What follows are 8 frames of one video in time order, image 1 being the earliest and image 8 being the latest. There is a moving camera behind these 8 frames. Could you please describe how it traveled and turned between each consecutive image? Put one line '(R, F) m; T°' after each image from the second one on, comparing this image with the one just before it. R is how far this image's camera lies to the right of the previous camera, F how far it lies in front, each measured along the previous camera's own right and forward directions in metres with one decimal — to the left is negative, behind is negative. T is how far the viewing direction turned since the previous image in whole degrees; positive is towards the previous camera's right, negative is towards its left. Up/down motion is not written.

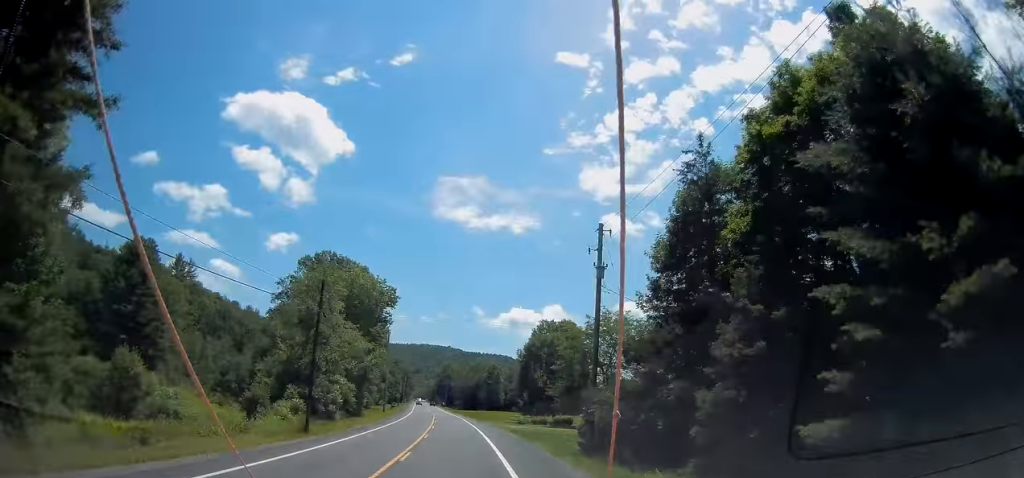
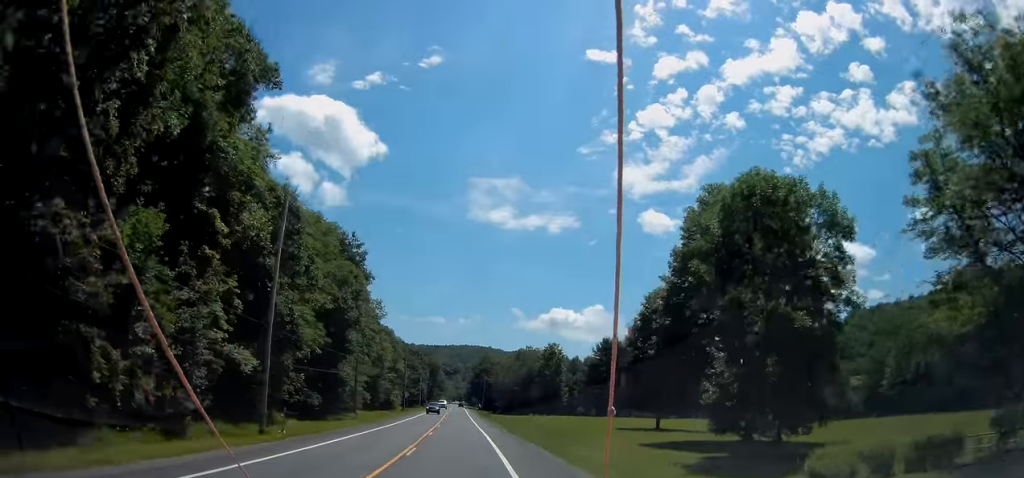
(-2.4, +60.2) m; -4°
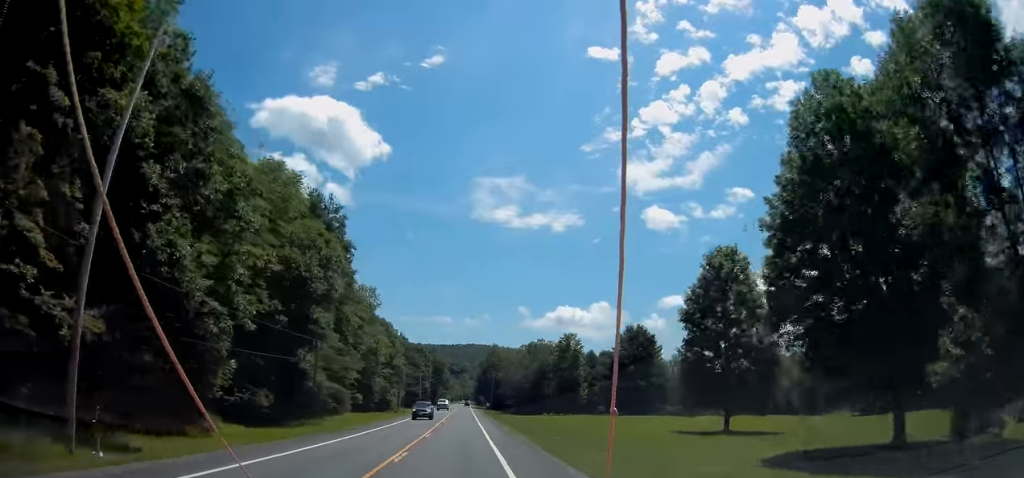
(0.0, +14.7) m; -1°
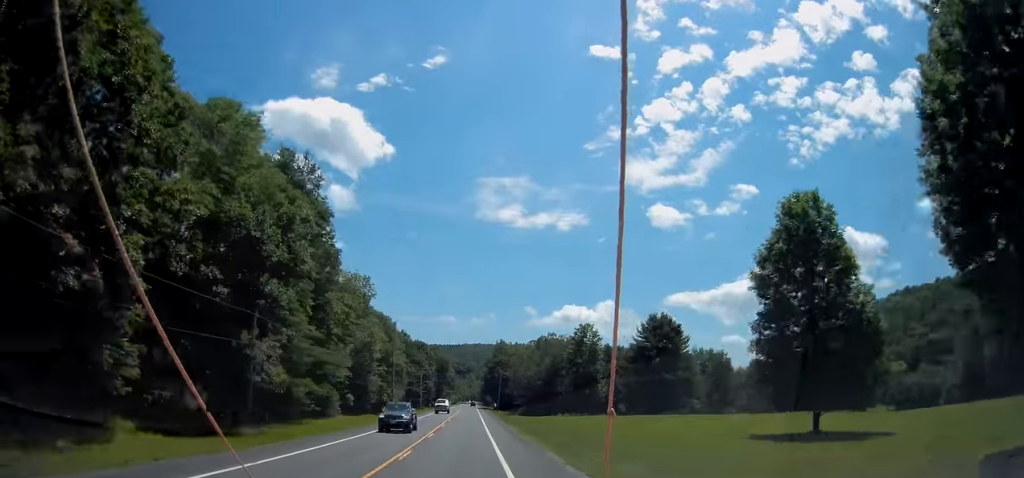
(-0.2, +11.4) m; -1°
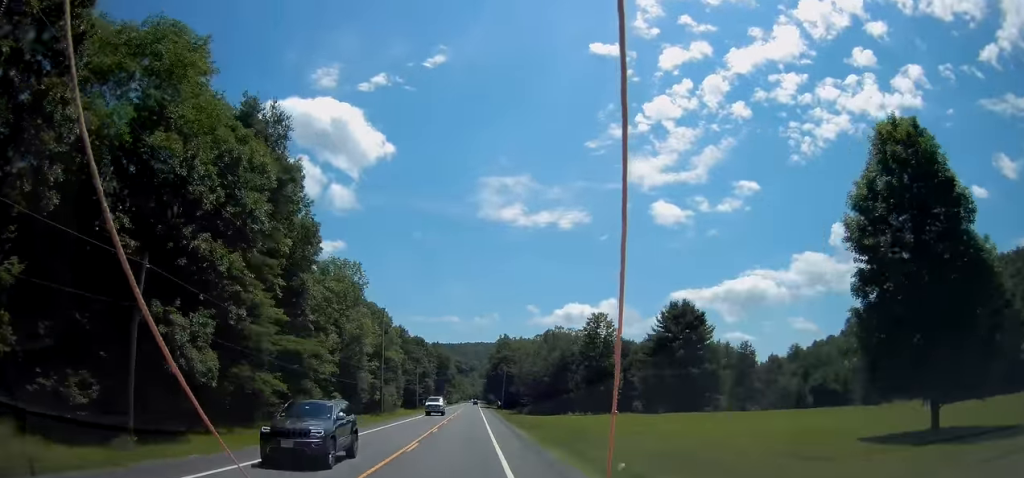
(-0.1, +9.7) m; -1°
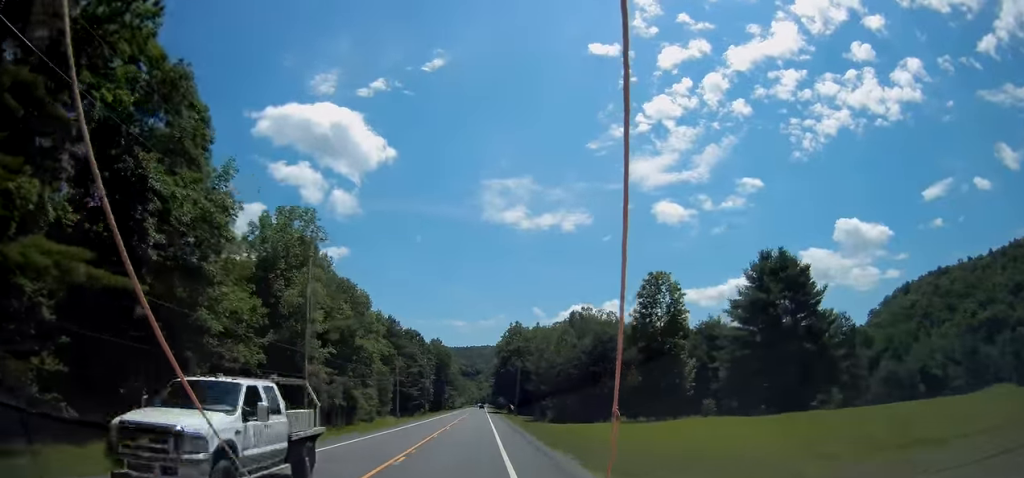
(-0.1, +29.2) m; -1°
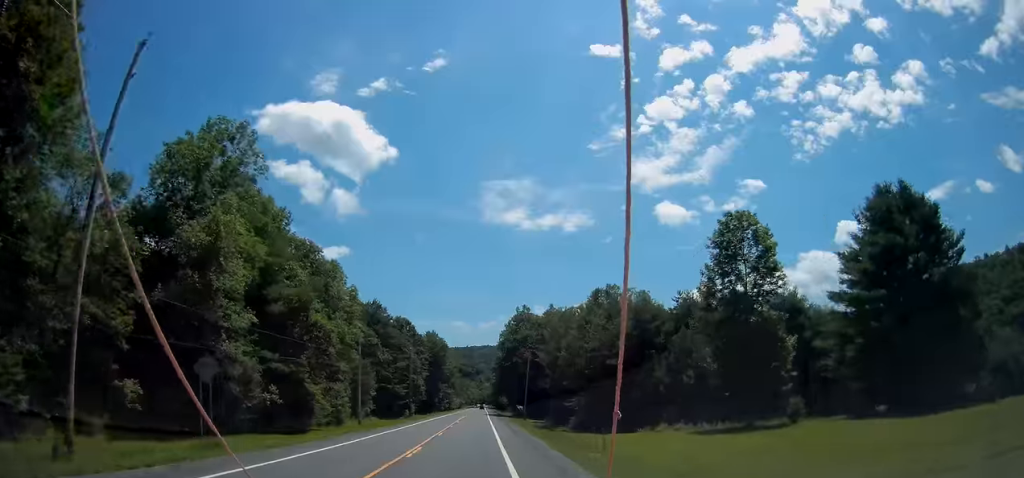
(-0.2, +21.2) m; 0°
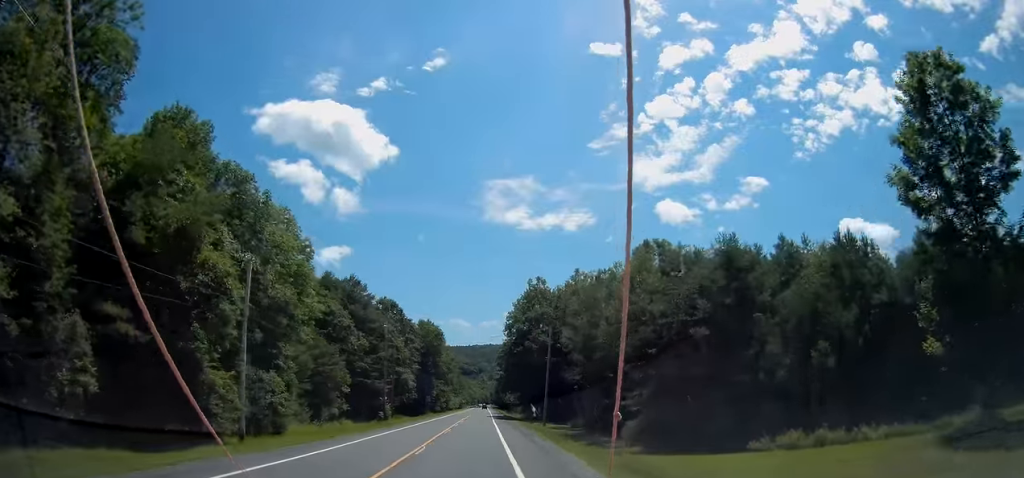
(+0.3, +23.4) m; 0°
